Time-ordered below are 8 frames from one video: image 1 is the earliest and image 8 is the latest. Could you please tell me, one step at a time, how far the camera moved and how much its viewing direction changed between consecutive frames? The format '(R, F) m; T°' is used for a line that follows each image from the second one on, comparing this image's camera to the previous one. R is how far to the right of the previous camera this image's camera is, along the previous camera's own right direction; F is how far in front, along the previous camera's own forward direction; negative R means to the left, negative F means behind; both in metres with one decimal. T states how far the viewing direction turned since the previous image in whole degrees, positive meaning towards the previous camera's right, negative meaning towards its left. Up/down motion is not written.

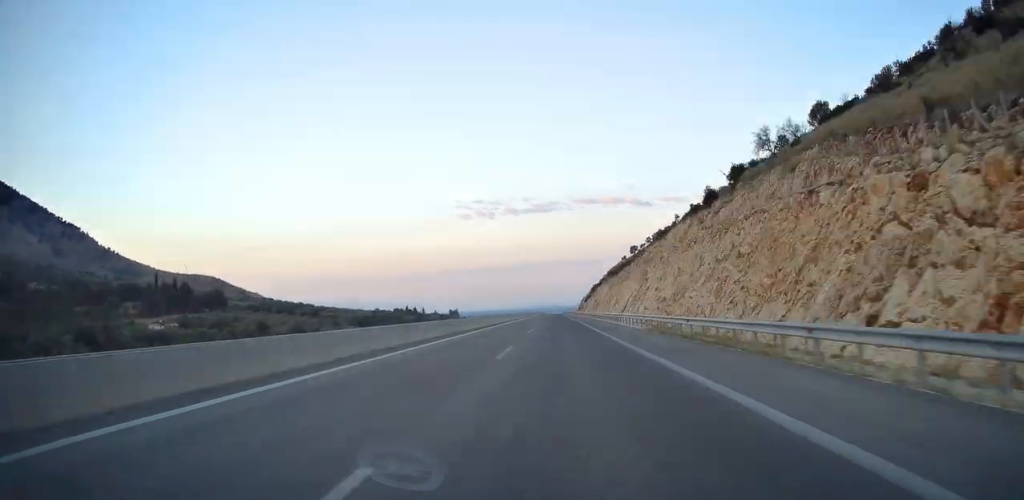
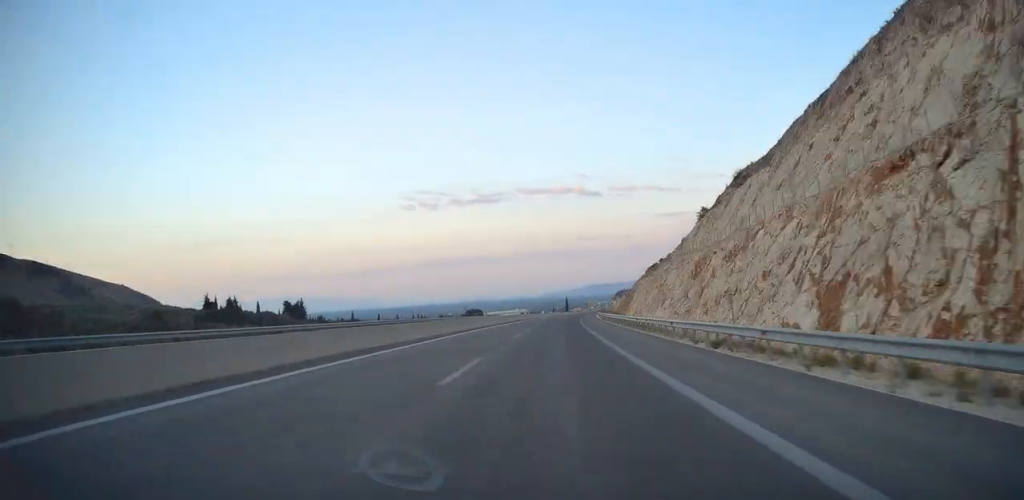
(+19.0, +497.4) m; +6°
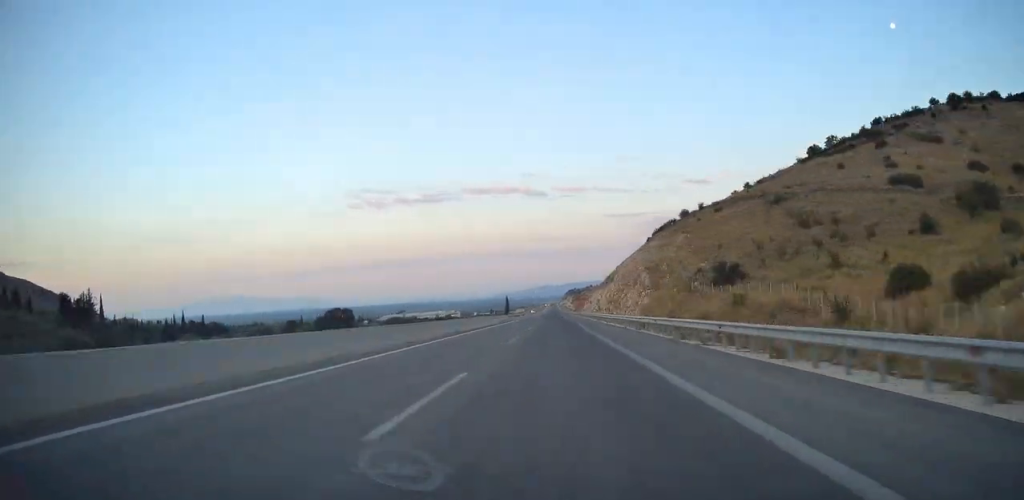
(+5.2, +203.4) m; +2°
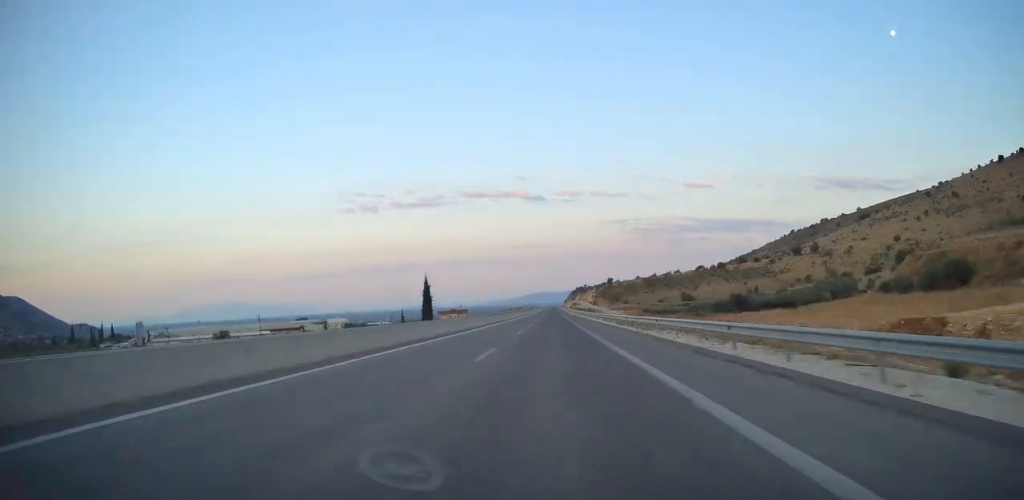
(+11.6, +456.2) m; +1°
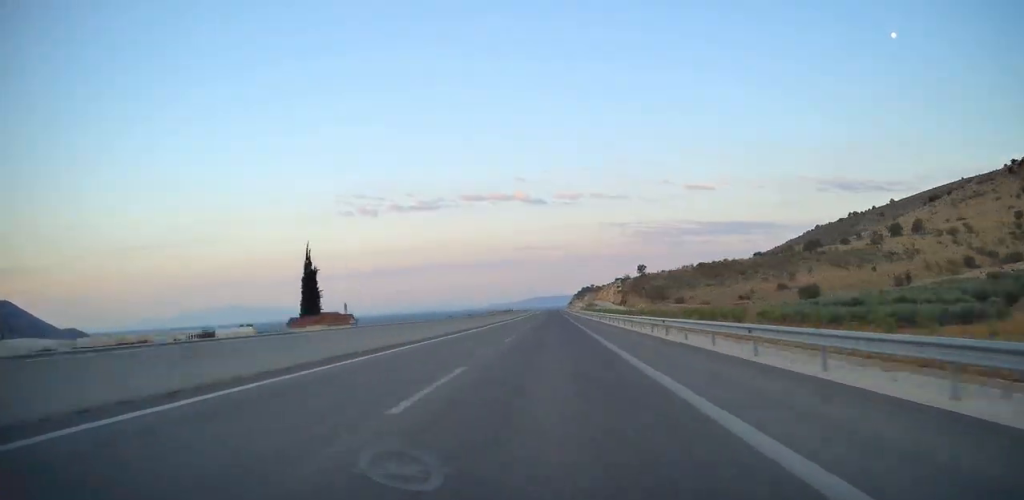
(0.0, +131.3) m; 0°
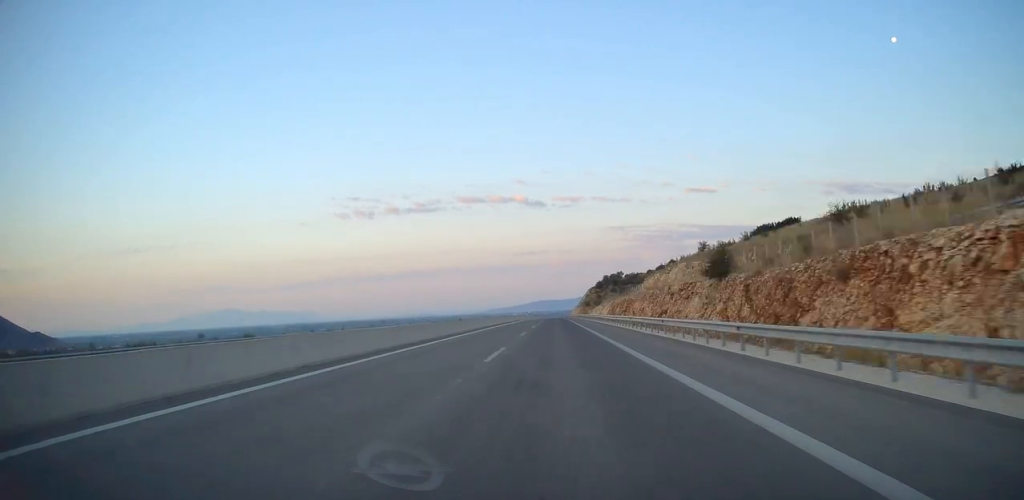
(-0.2, +329.6) m; 0°
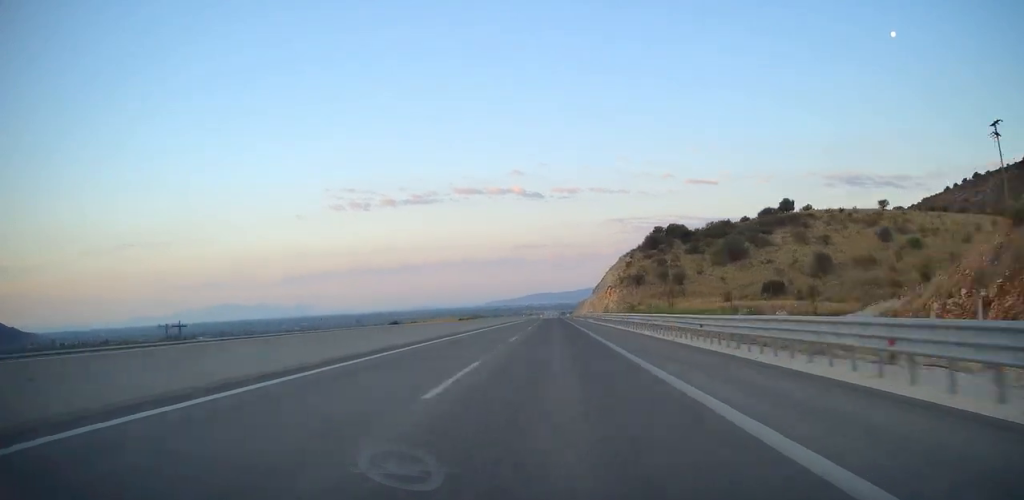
(-0.1, +220.1) m; 0°
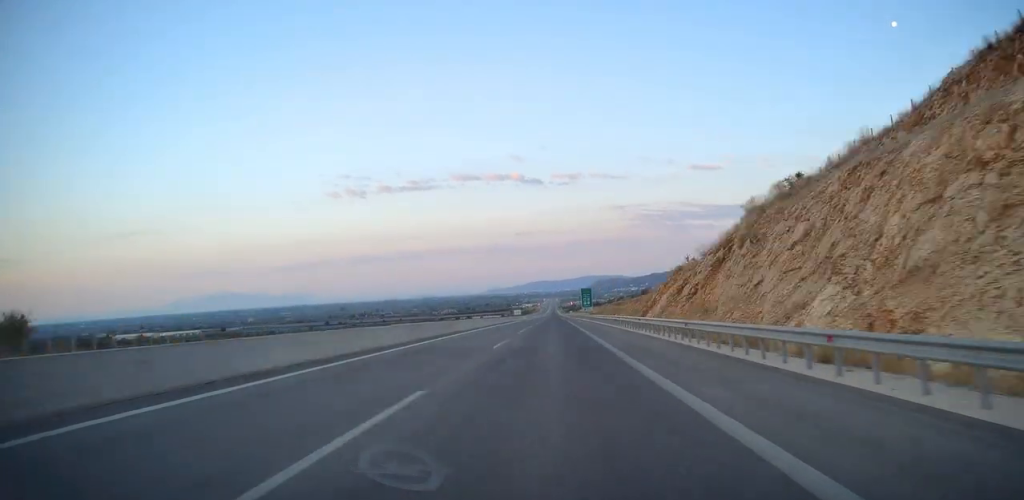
(-0.1, +307.6) m; 0°
